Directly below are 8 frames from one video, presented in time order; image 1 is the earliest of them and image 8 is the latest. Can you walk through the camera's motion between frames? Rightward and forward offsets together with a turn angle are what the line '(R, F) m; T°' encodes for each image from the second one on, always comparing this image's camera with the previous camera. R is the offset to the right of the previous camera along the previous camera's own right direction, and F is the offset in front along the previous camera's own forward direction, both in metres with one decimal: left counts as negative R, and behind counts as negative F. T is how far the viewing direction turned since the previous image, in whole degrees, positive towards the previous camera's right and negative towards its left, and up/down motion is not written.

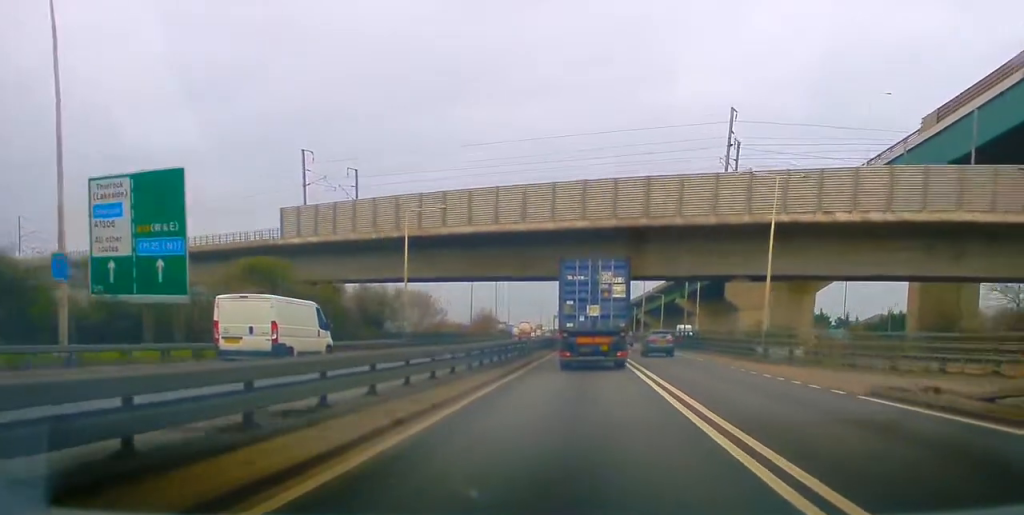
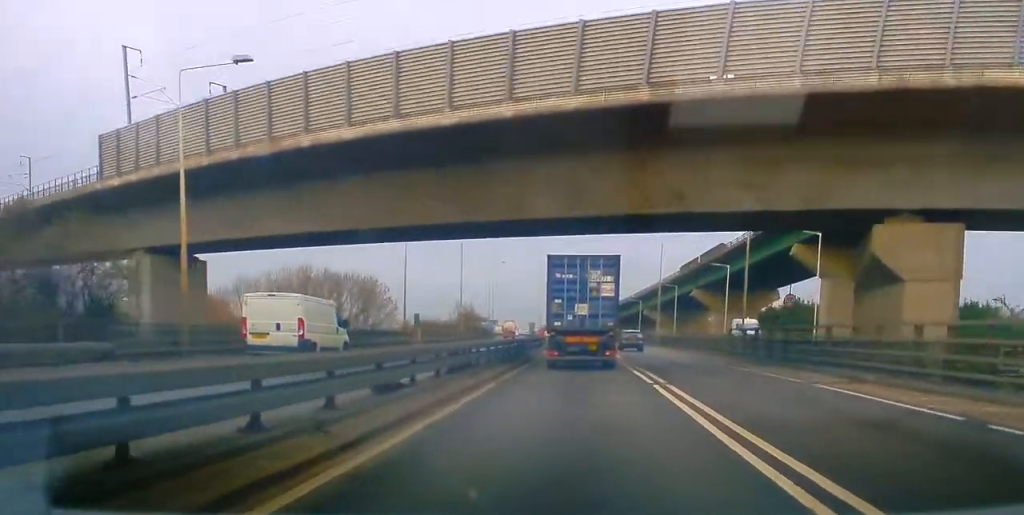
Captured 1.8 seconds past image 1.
(+0.5, +32.1) m; +1°
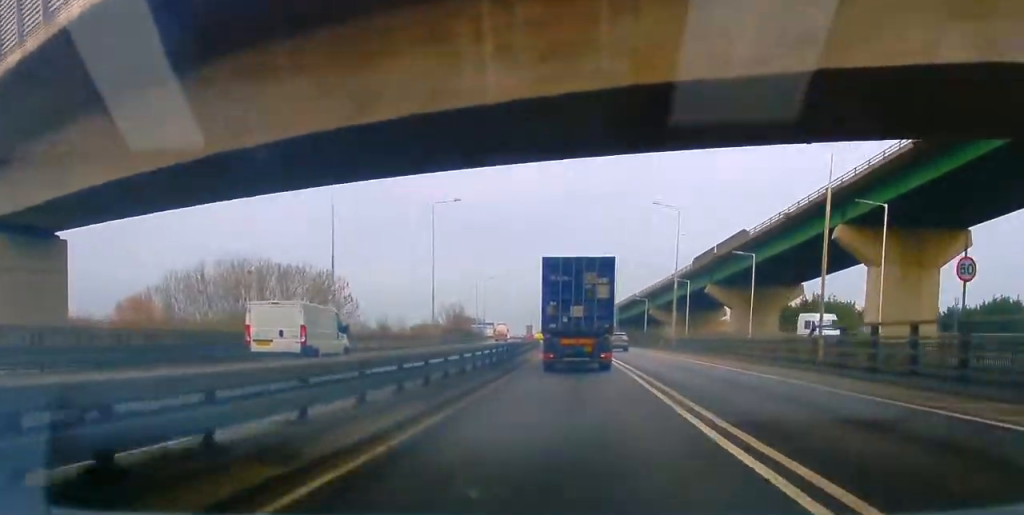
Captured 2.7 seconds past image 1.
(0.0, +17.0) m; -1°
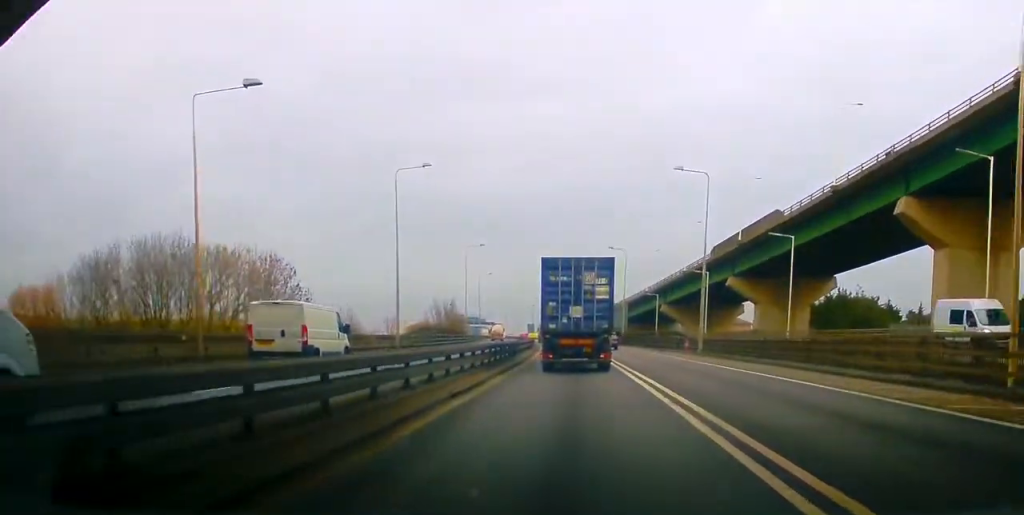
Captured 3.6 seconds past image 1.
(-0.1, +15.9) m; -1°
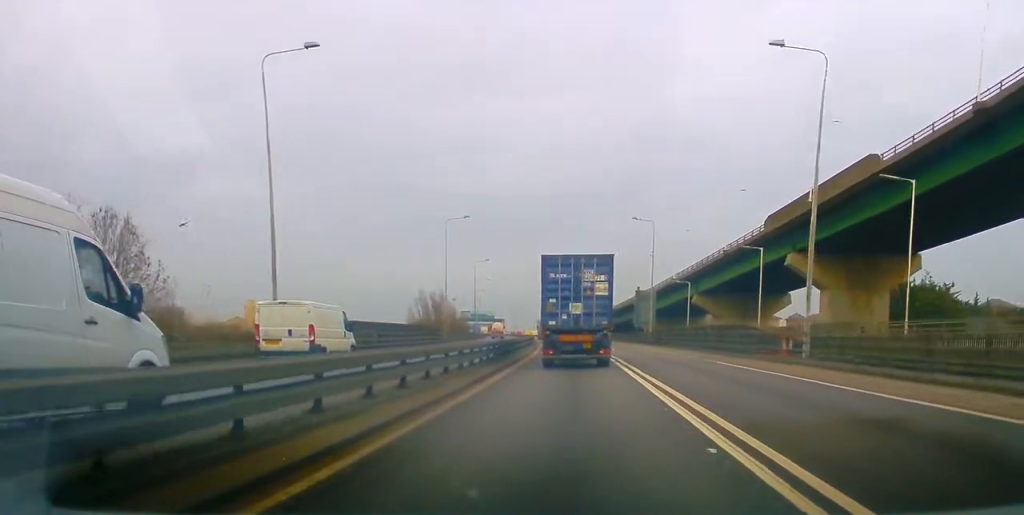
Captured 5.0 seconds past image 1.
(0.0, +26.8) m; 0°
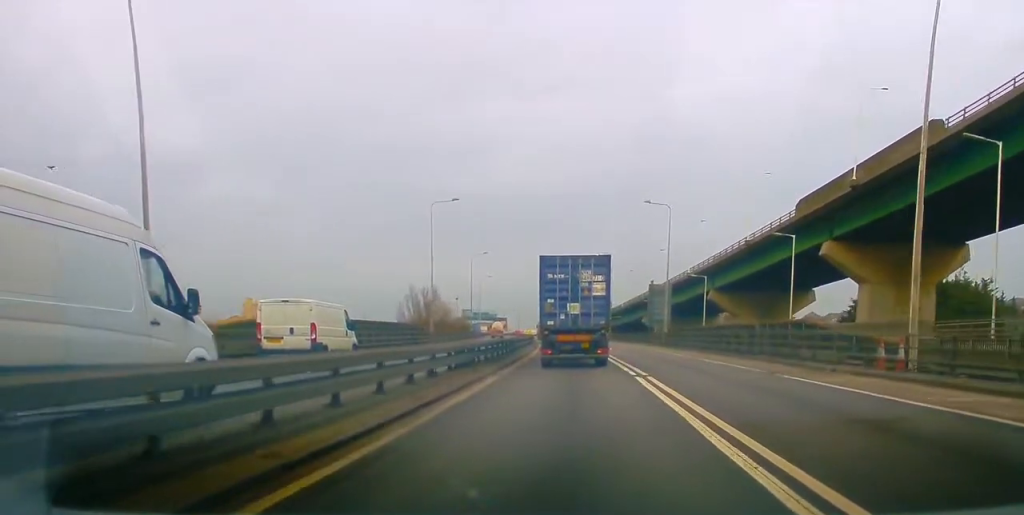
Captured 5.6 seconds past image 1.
(0.0, +11.3) m; 0°
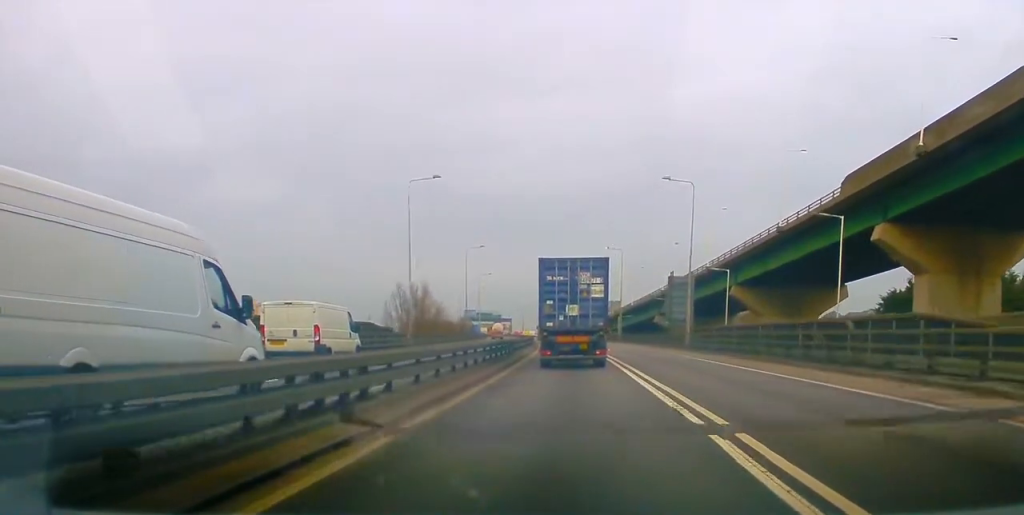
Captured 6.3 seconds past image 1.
(-0.1, +12.7) m; -1°
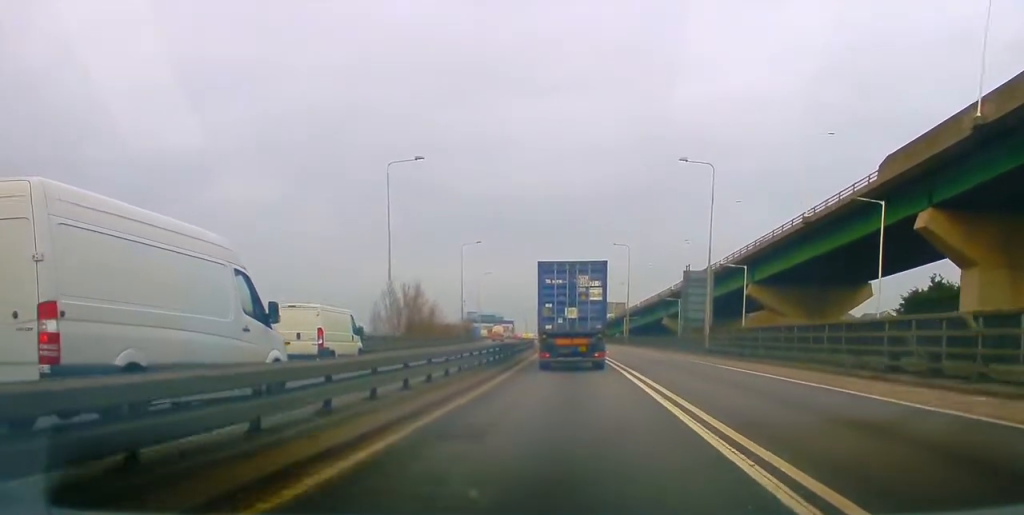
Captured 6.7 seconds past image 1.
(-0.1, +8.1) m; -1°
